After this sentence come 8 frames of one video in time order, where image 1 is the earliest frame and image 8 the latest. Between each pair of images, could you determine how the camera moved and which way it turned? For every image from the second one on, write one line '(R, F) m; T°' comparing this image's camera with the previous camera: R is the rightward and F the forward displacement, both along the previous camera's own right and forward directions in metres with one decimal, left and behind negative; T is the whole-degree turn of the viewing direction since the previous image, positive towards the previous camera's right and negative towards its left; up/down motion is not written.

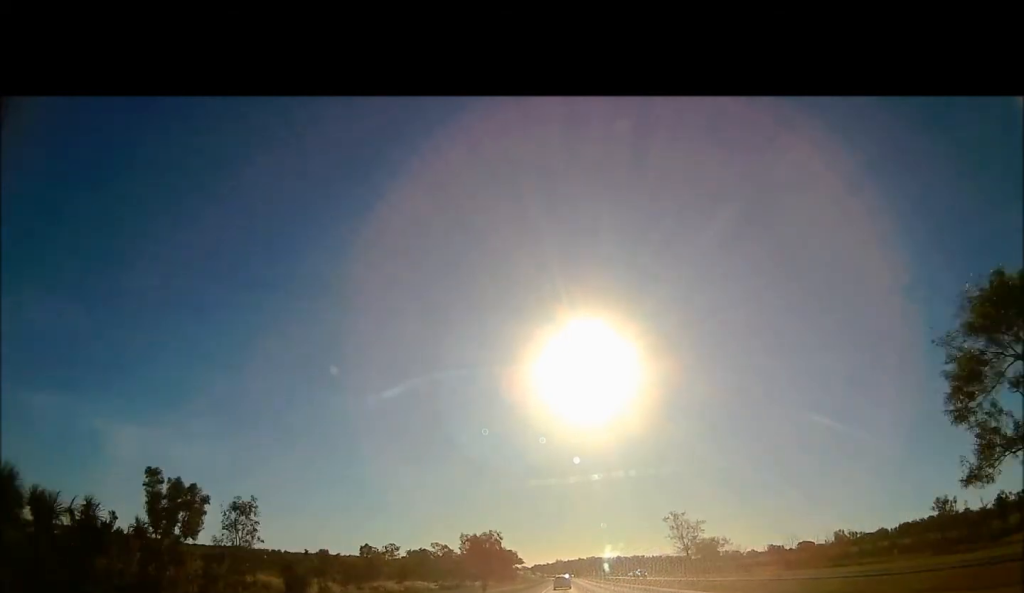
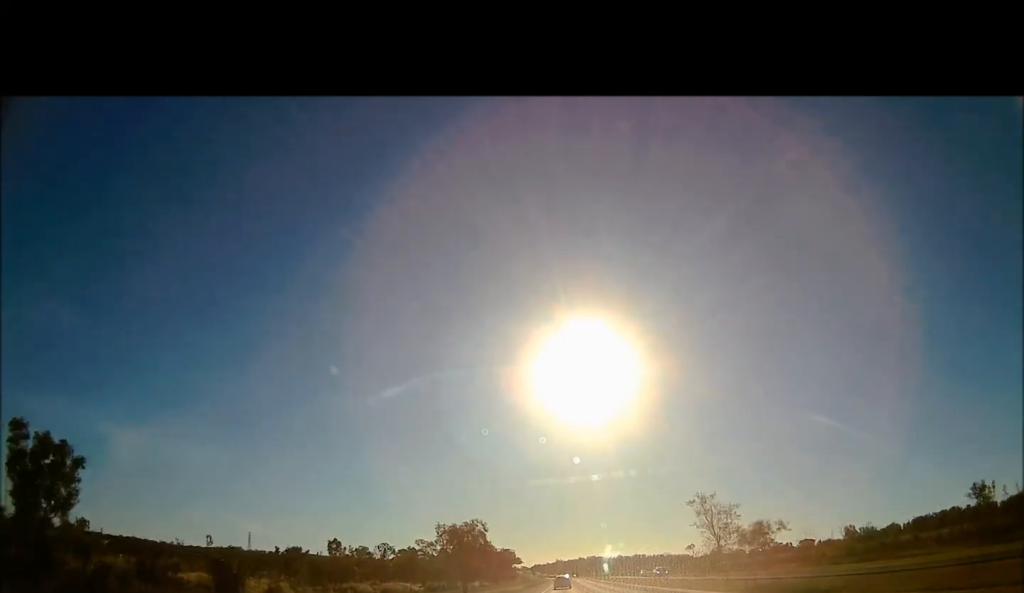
(+0.3, +12.1) m; -1°
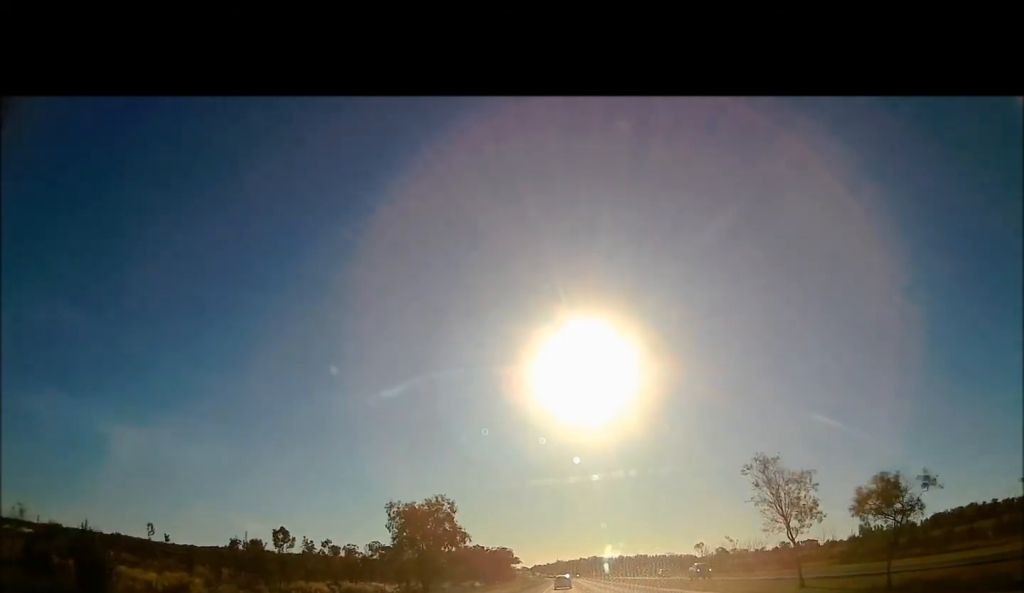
(-0.8, +14.9) m; 0°
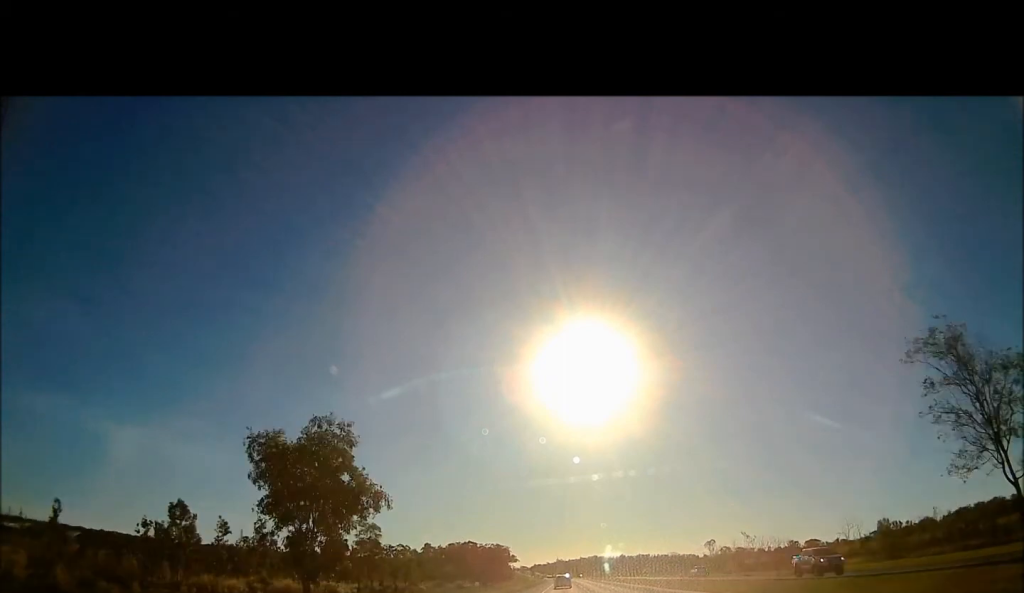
(0.0, +17.6) m; +1°
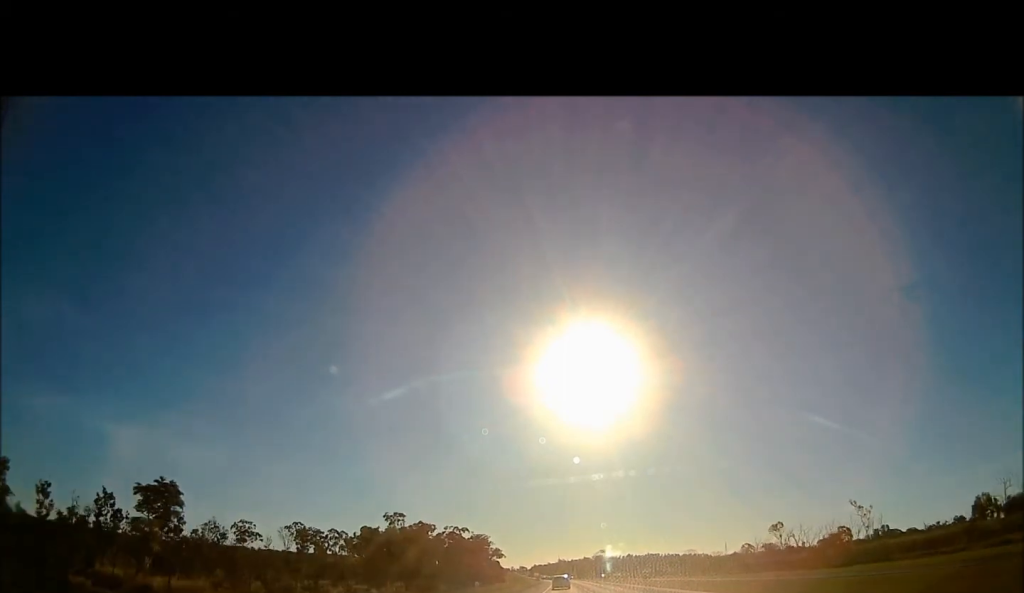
(0.0, +68.6) m; -1°
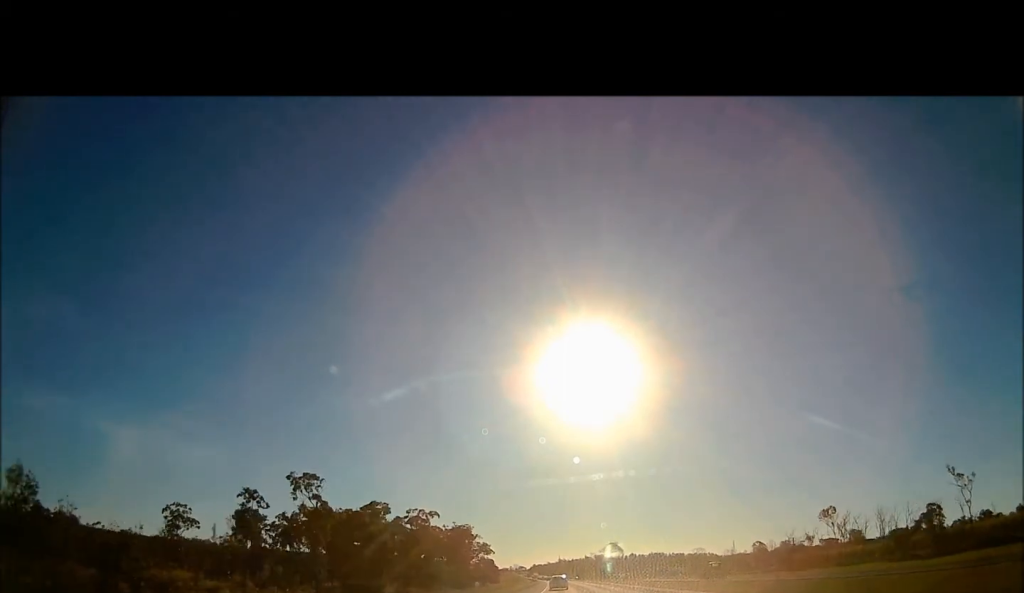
(+1.1, +30.8) m; -1°
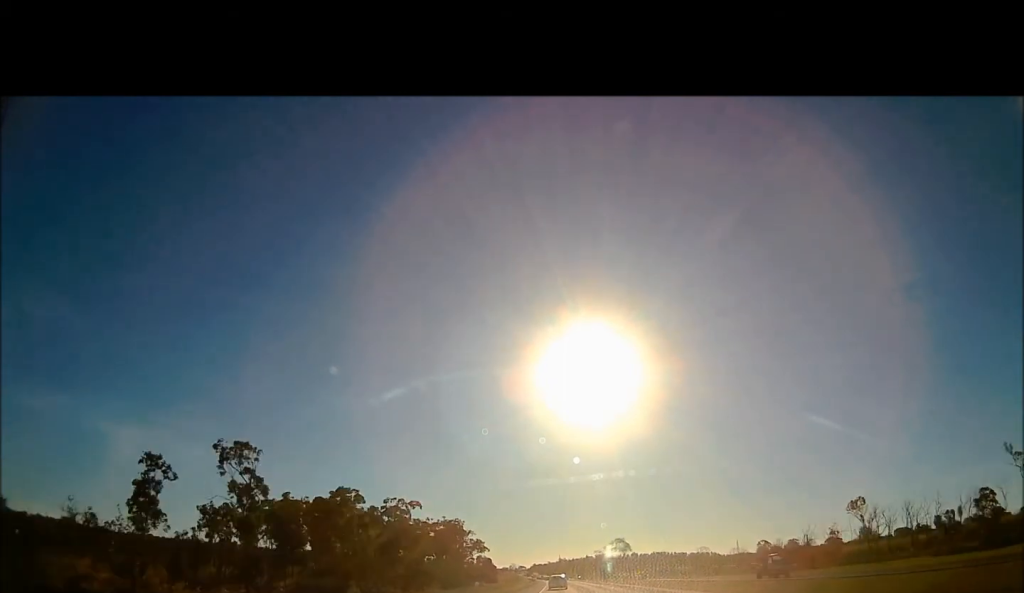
(-0.8, +11.9) m; 0°
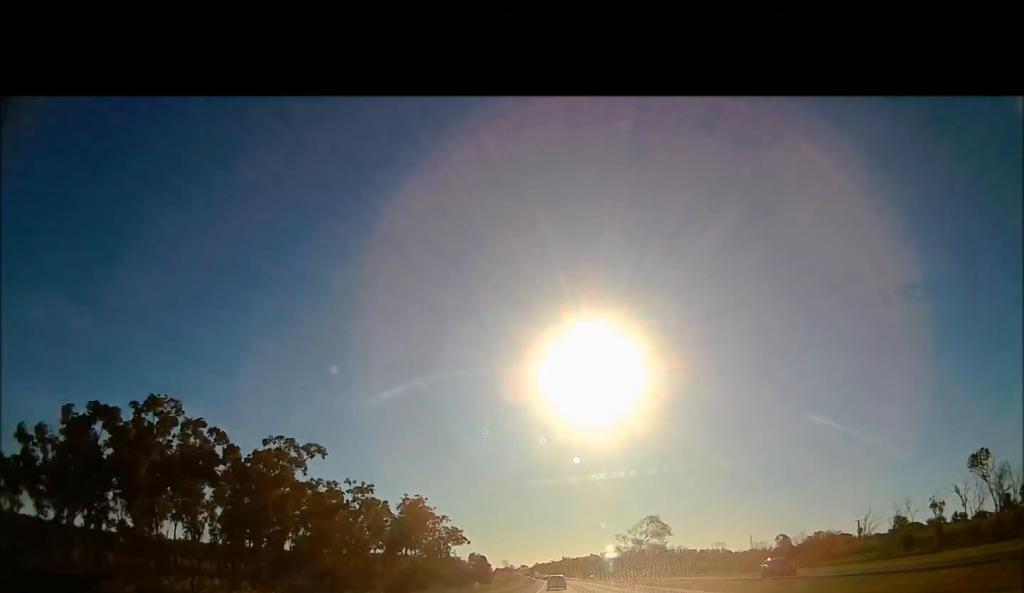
(+0.5, +36.5) m; +3°
